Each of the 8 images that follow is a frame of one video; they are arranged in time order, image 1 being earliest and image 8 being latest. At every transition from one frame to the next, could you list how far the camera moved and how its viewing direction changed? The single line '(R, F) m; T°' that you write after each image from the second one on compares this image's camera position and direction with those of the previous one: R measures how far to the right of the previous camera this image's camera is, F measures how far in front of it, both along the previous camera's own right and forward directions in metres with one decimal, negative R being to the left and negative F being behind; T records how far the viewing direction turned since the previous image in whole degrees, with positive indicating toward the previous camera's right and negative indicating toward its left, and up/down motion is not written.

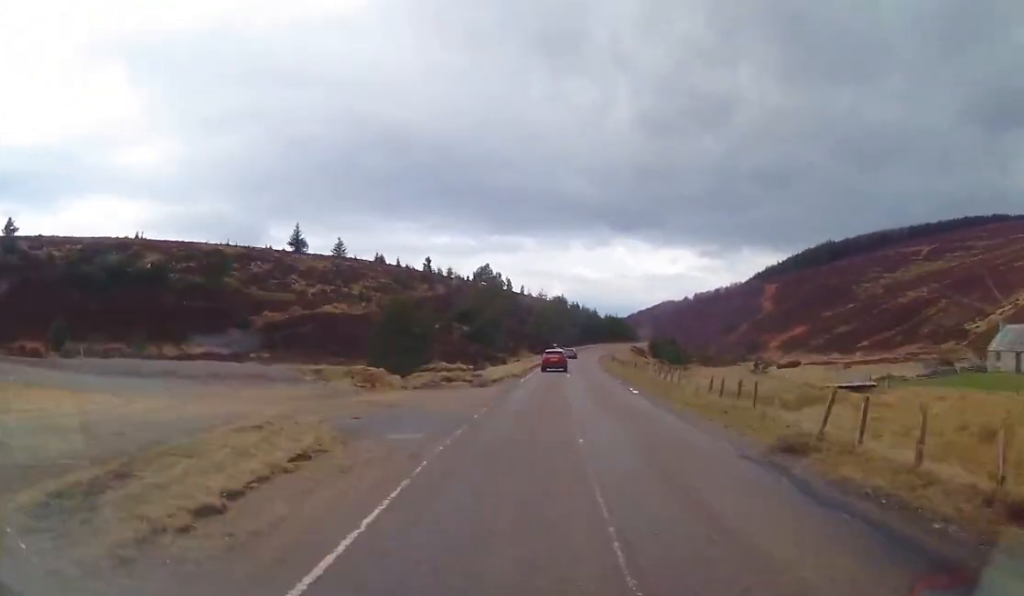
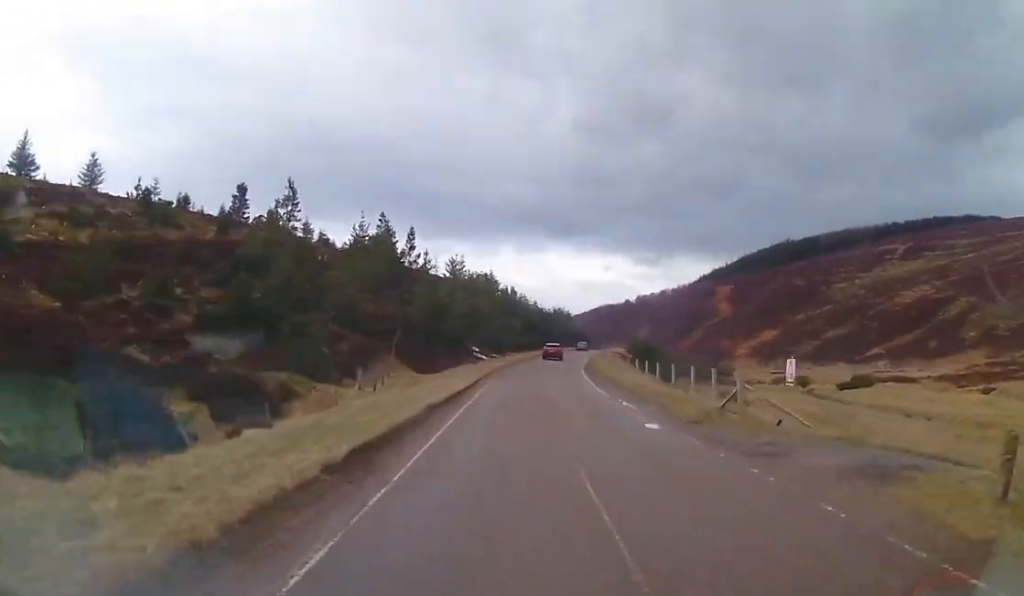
(+2.9, +58.4) m; +6°
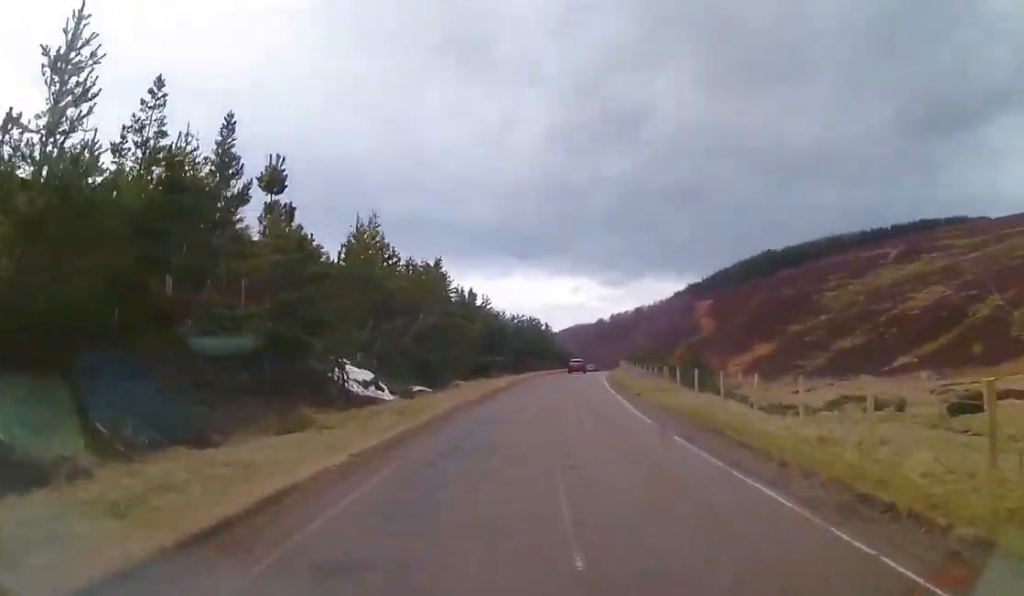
(+1.5, +32.6) m; +3°
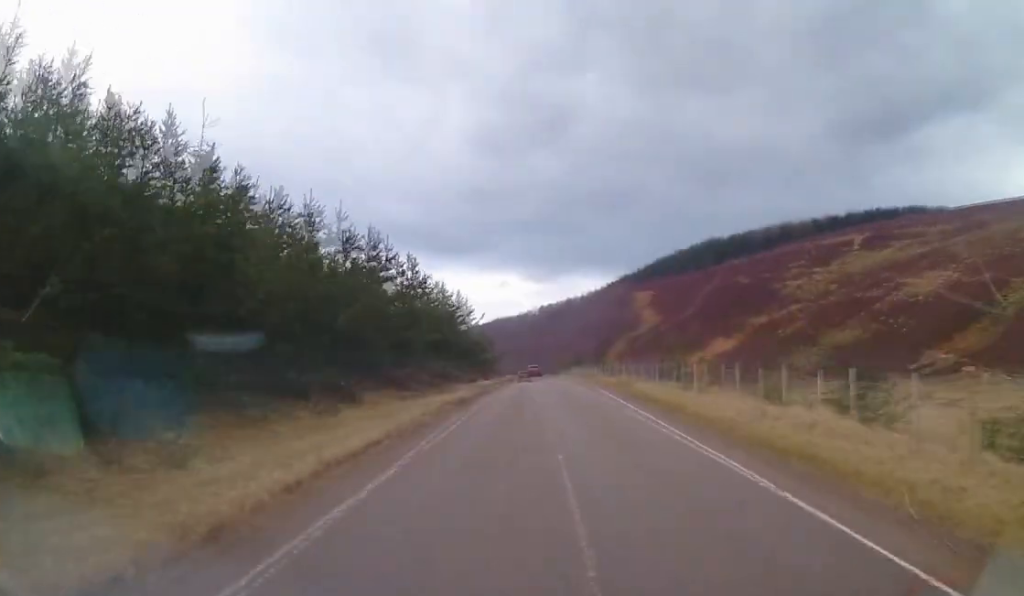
(+1.9, +47.0) m; +3°
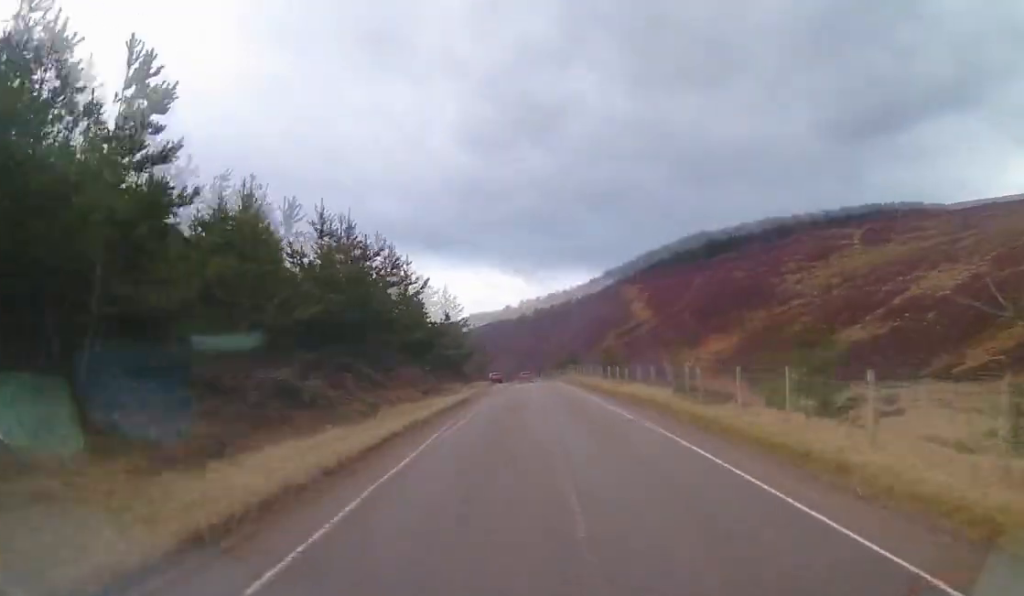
(+0.6, +26.2) m; +1°
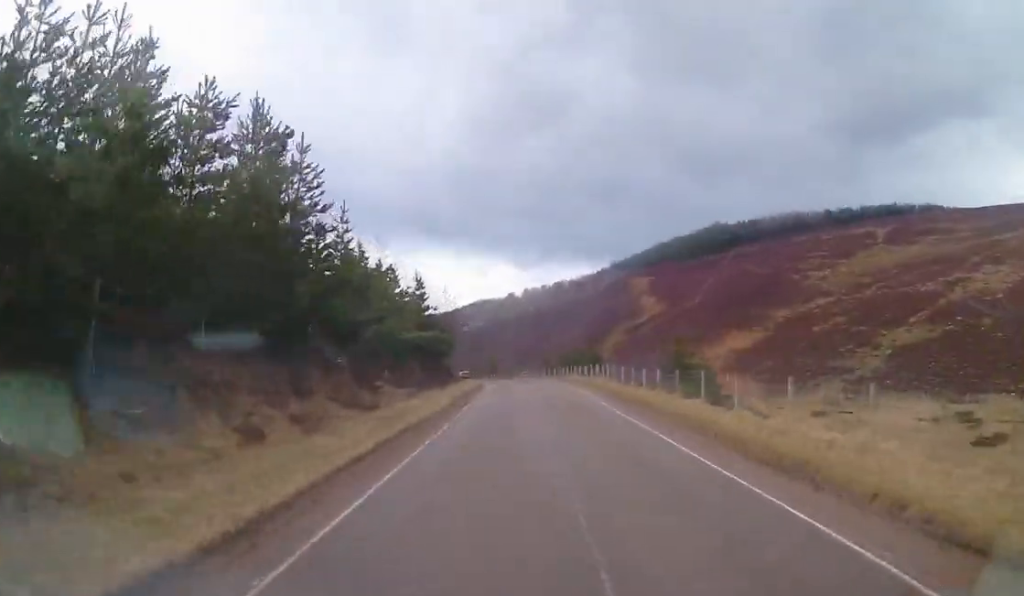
(0.0, +22.9) m; -1°
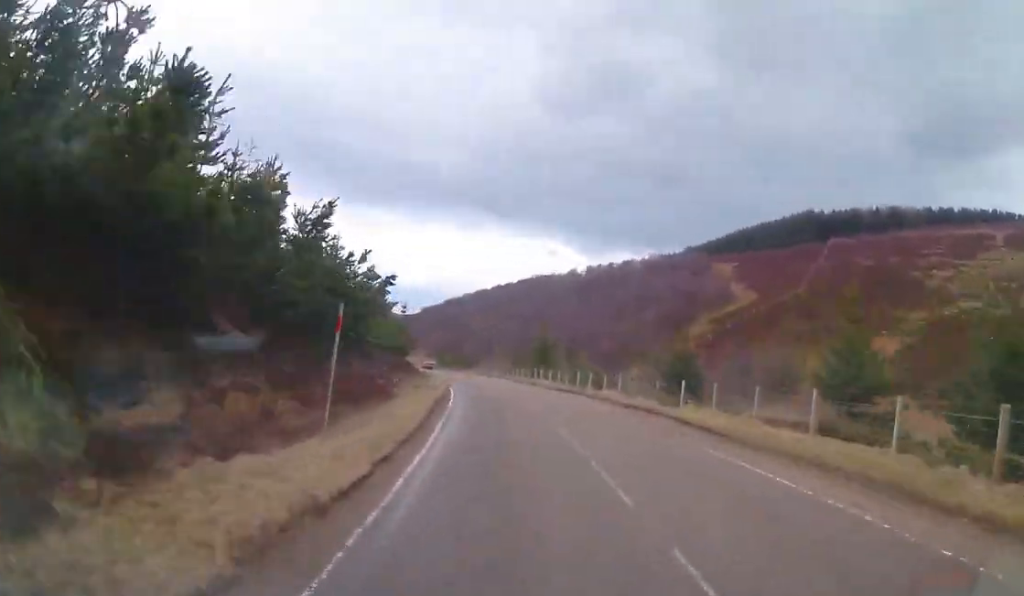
(-2.6, +62.7) m; -6°
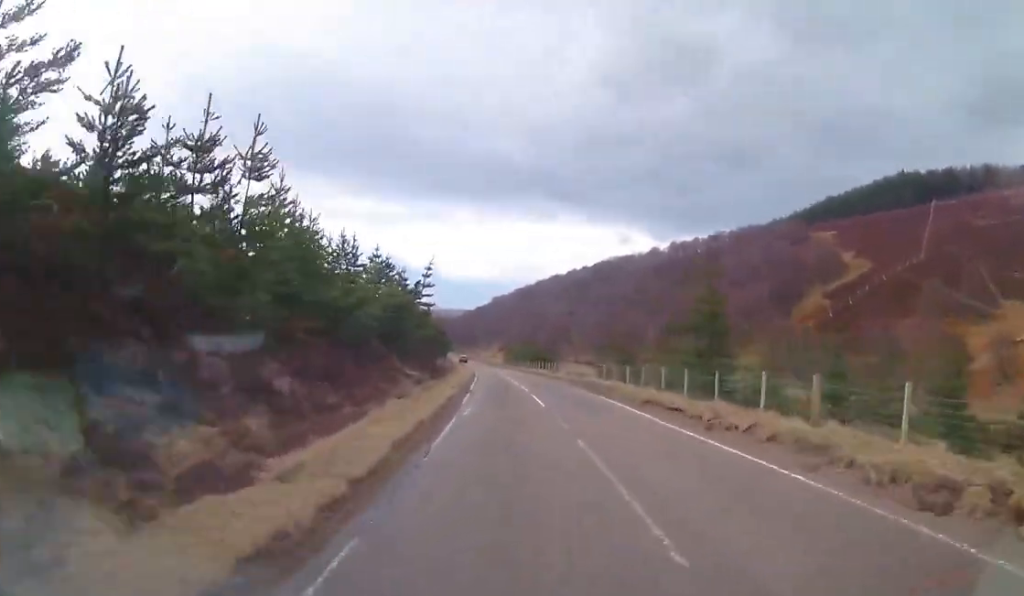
(-1.9, +41.1) m; -4°
